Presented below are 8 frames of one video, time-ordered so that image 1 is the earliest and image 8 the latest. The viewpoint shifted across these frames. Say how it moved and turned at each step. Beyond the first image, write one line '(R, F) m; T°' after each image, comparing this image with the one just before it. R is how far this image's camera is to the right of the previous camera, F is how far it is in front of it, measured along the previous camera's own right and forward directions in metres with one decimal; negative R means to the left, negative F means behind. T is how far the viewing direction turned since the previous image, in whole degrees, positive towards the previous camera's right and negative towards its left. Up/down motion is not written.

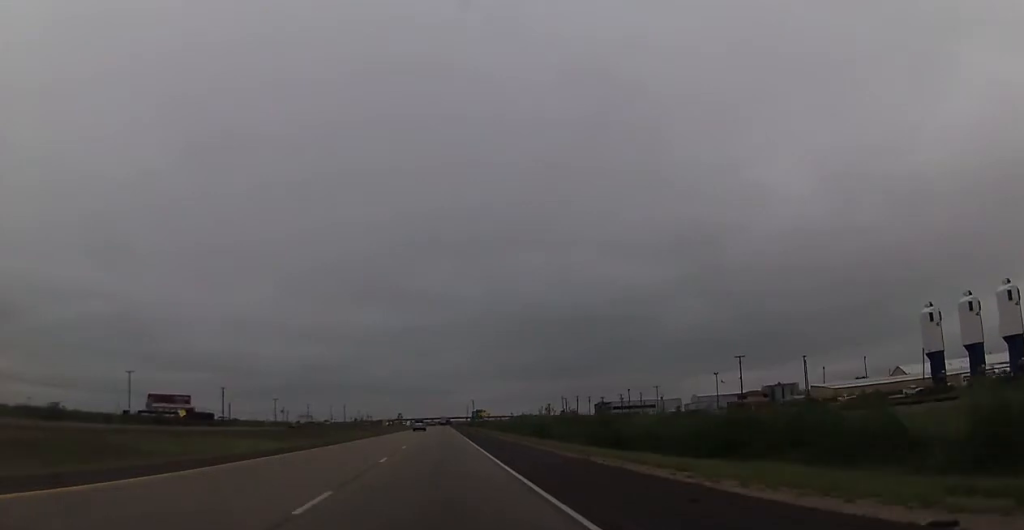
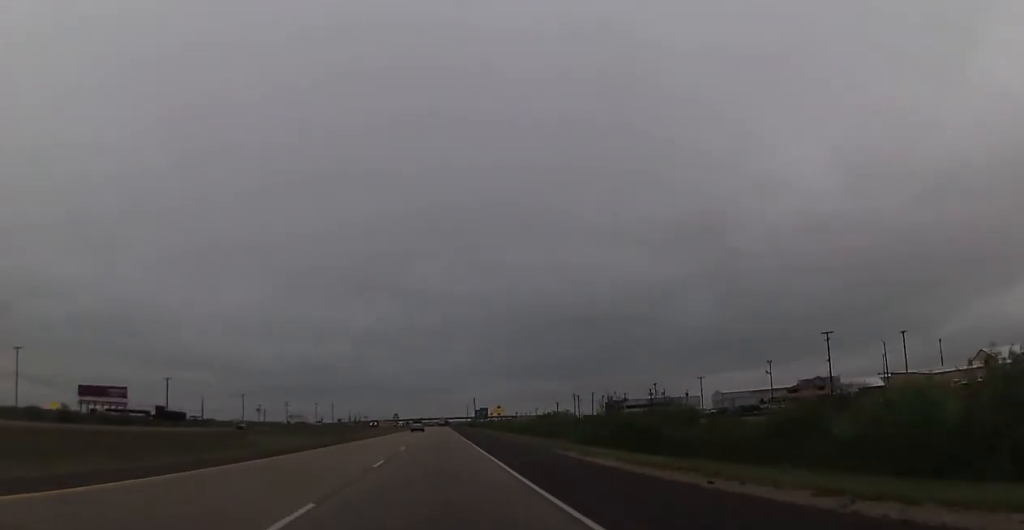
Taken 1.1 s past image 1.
(+0.1, +38.8) m; 0°
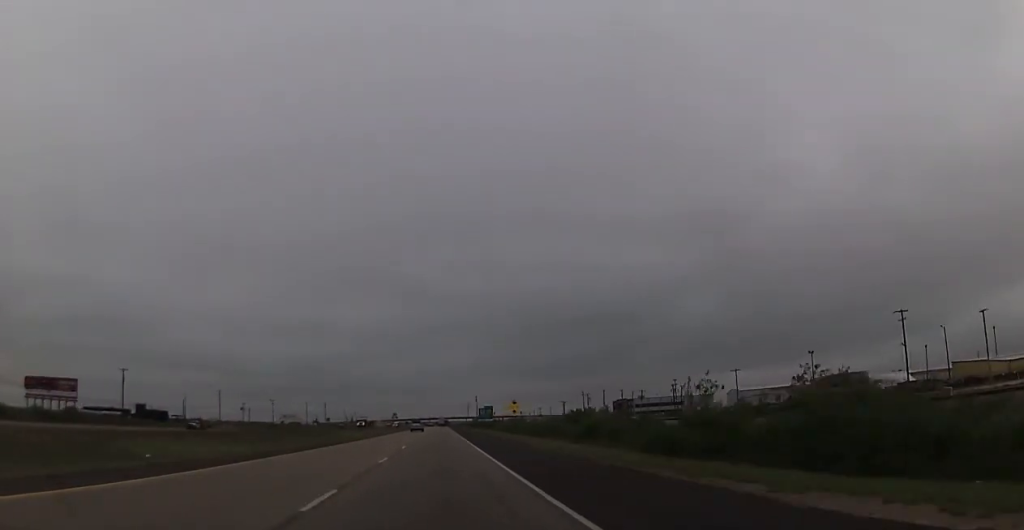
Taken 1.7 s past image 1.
(0.0, +22.2) m; 0°
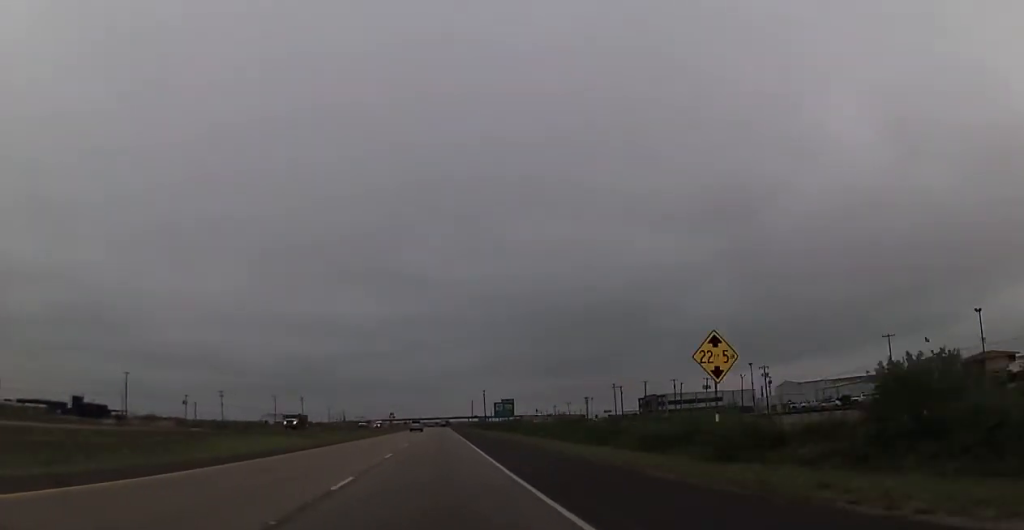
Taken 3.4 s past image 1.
(+0.1, +58.3) m; +1°
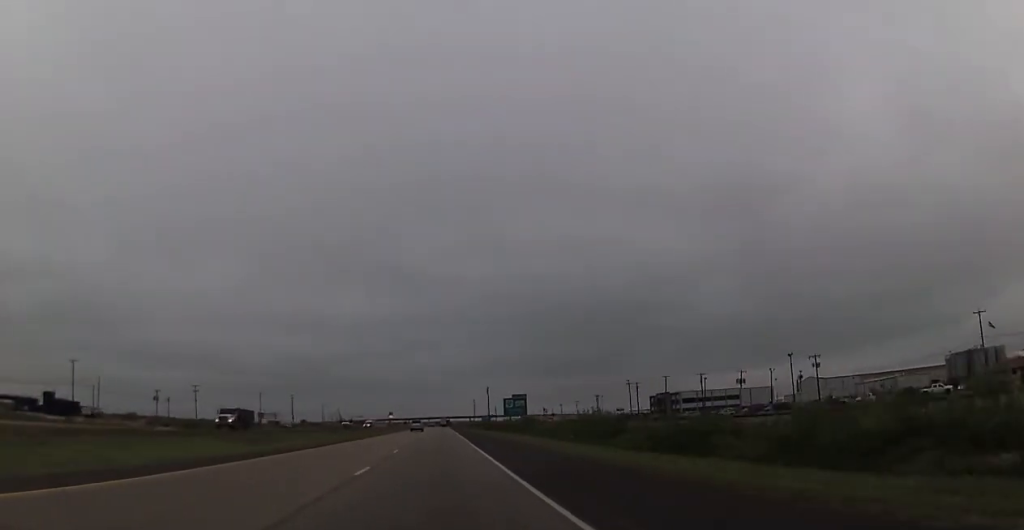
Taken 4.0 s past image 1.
(-0.1, +20.9) m; 0°
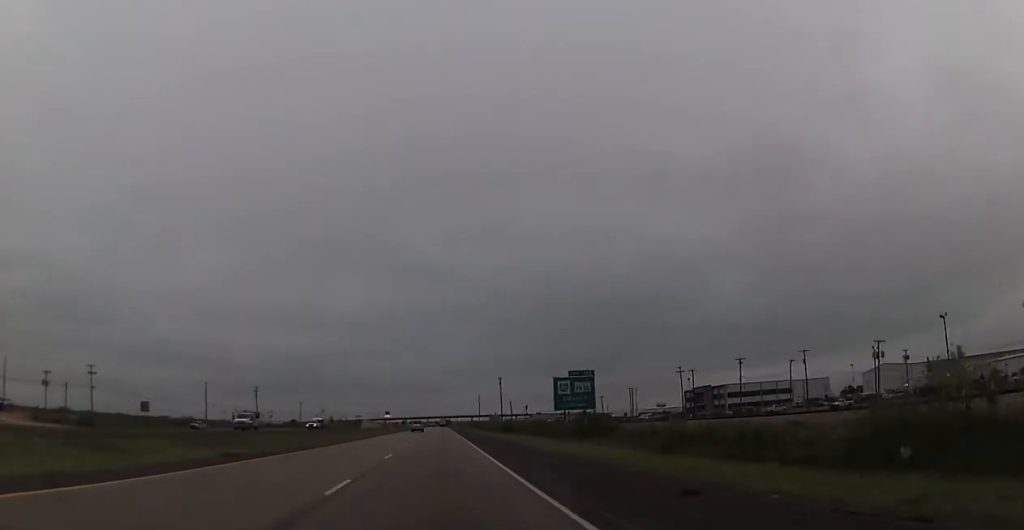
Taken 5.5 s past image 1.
(0.0, +53.6) m; -1°
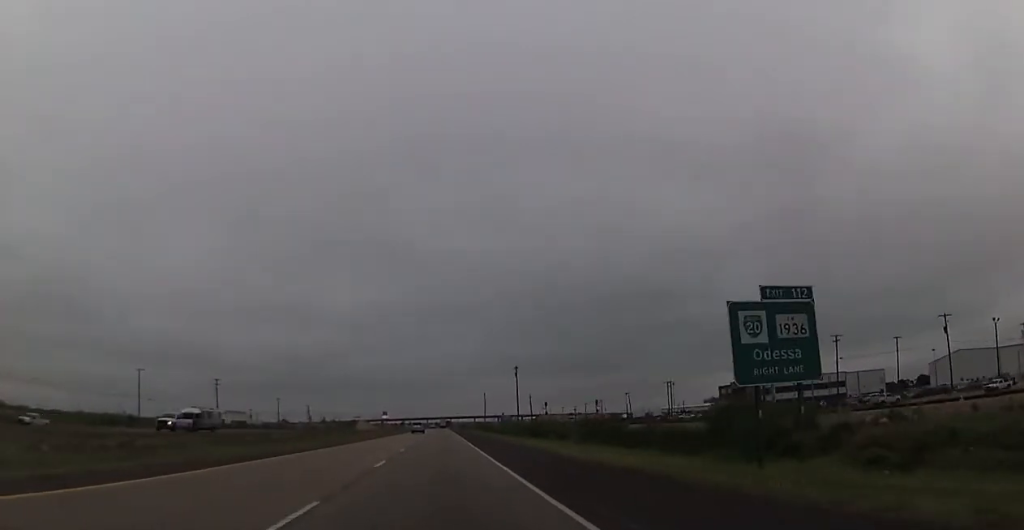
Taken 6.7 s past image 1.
(-0.5, +40.8) m; 0°
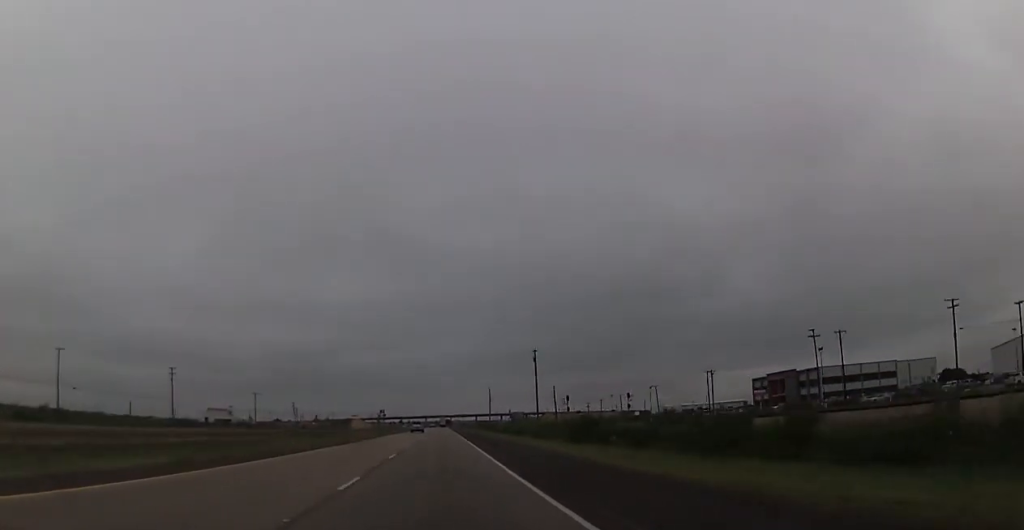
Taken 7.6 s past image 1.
(+0.5, +31.5) m; +1°
